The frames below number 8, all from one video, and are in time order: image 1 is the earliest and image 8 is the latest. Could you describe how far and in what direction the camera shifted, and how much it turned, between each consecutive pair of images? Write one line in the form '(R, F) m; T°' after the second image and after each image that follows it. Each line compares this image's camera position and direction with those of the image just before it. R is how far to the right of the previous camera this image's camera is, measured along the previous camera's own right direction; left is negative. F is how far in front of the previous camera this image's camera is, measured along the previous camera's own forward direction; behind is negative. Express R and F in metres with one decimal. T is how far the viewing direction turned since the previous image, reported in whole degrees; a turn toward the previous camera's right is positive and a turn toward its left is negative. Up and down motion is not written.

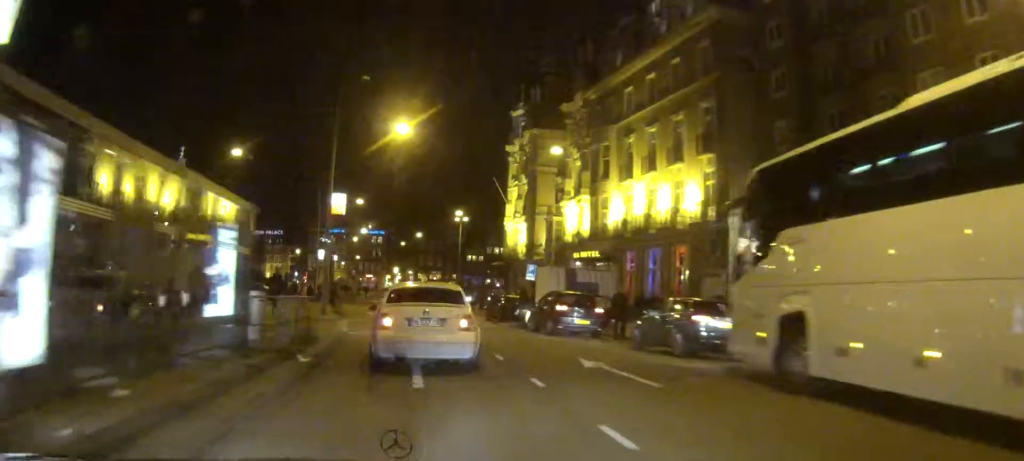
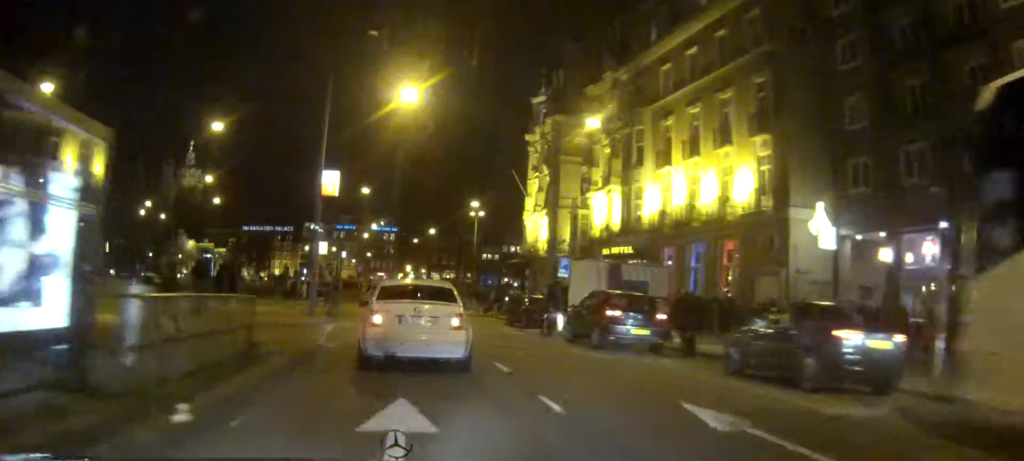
(-0.1, +6.0) m; -1°
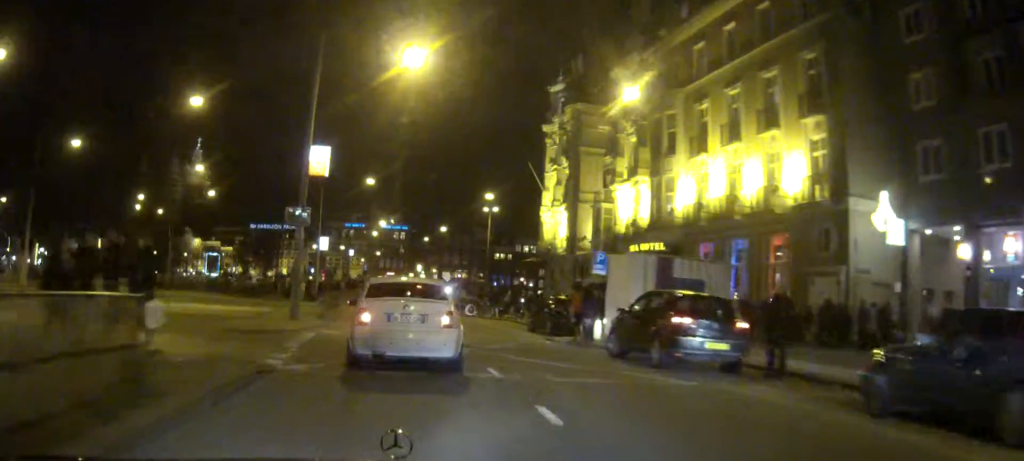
(-0.1, +4.7) m; -1°
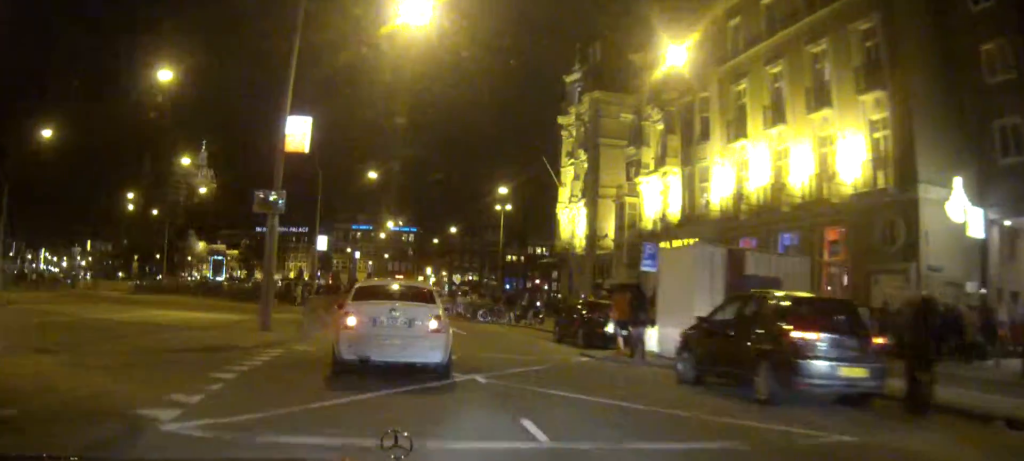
(0.0, +4.6) m; -1°
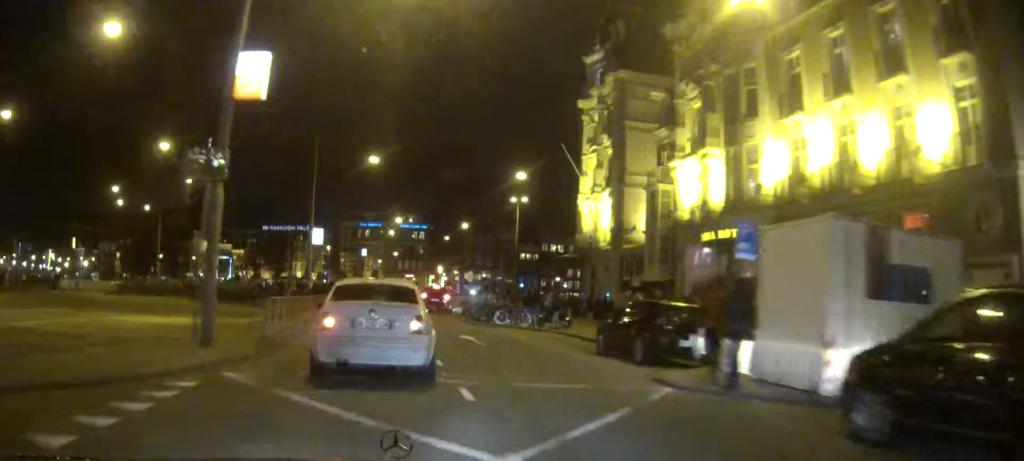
(0.0, +5.5) m; 0°
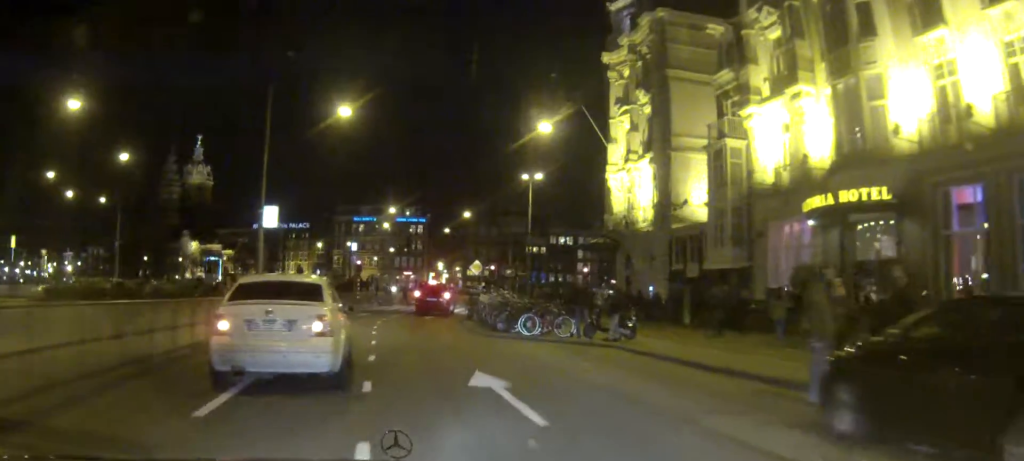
(-0.1, +11.2) m; -2°
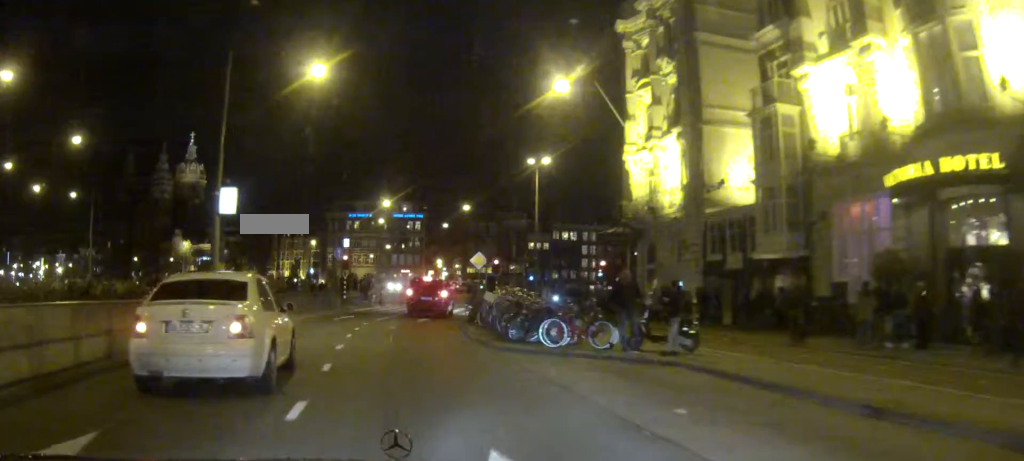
(0.0, +5.7) m; -1°
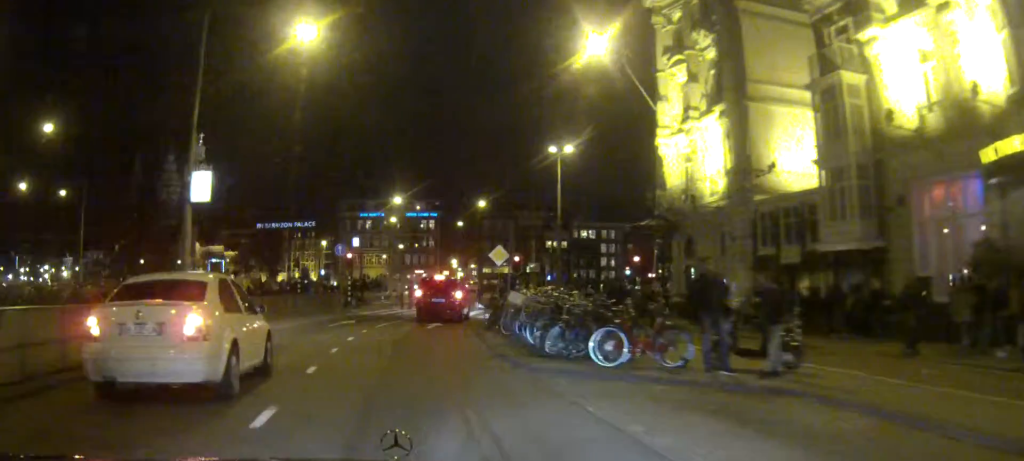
(-0.1, +4.0) m; -1°
